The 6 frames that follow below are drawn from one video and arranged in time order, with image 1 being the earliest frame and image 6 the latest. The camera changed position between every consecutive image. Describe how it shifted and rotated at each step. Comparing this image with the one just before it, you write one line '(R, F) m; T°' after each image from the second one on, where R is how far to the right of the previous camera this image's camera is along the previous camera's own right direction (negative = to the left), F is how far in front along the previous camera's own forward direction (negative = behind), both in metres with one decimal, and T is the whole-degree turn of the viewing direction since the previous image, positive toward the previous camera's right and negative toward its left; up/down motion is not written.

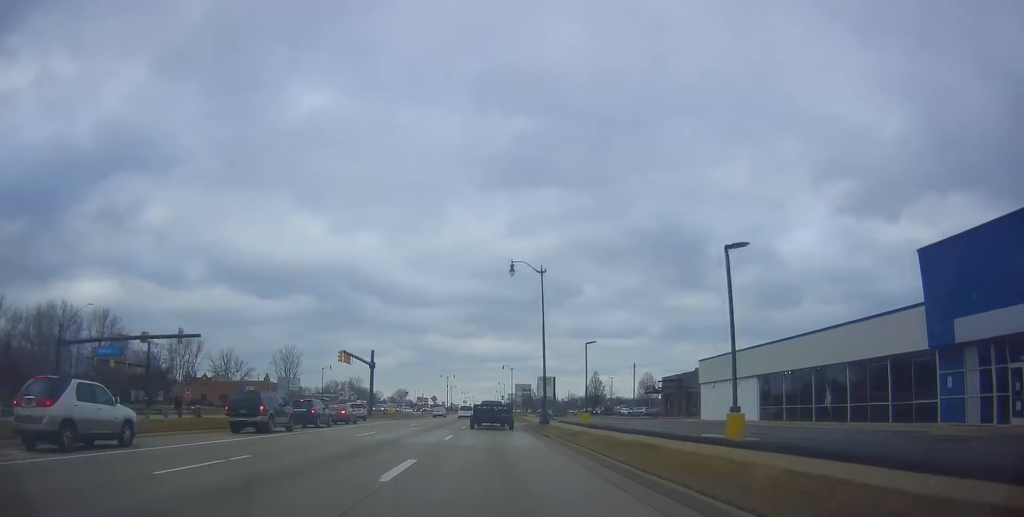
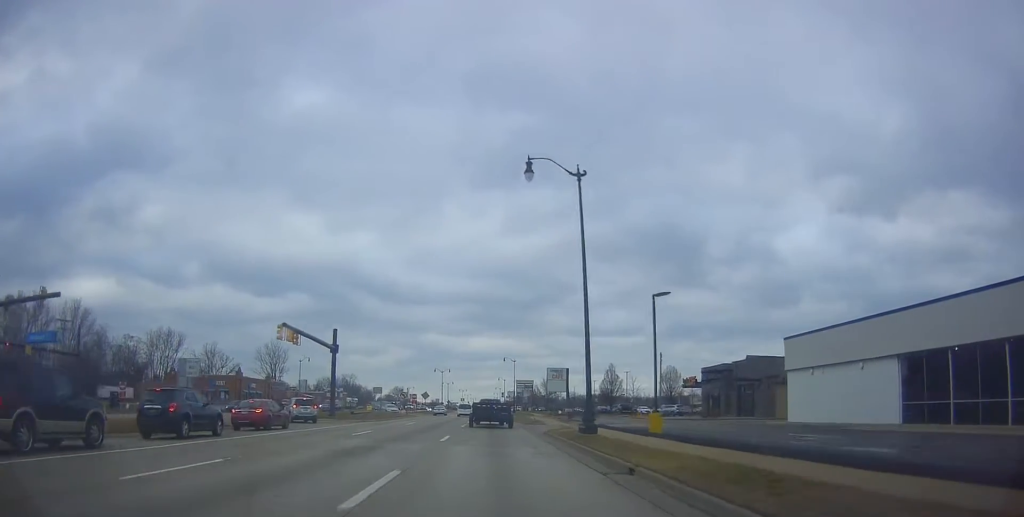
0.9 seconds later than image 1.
(-0.8, +16.2) m; 0°
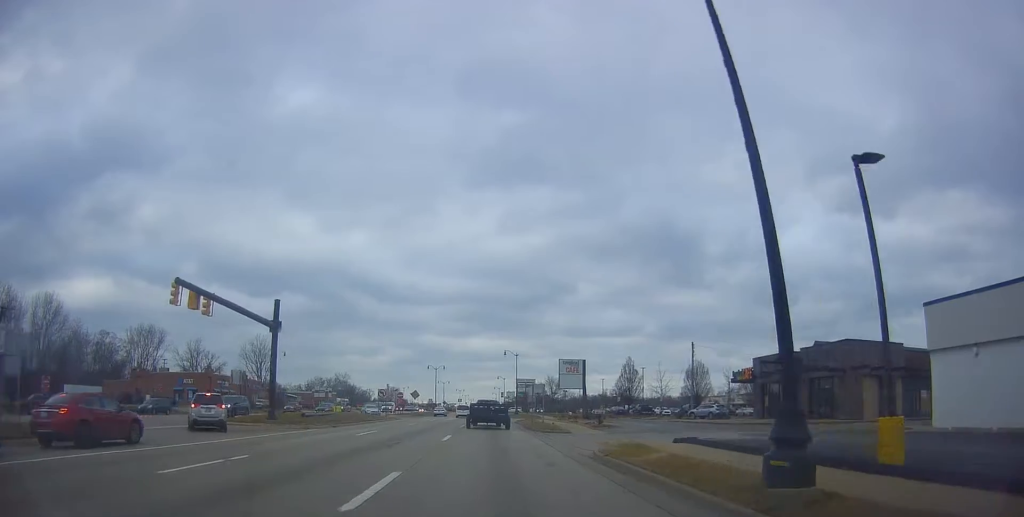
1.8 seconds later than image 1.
(+0.5, +14.2) m; +1°
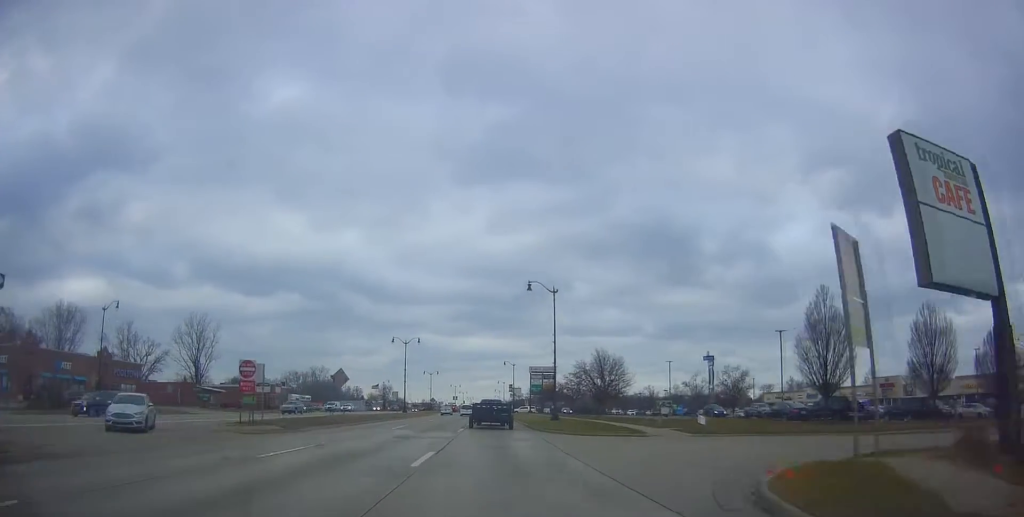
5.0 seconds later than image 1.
(+0.9, +53.7) m; +2°
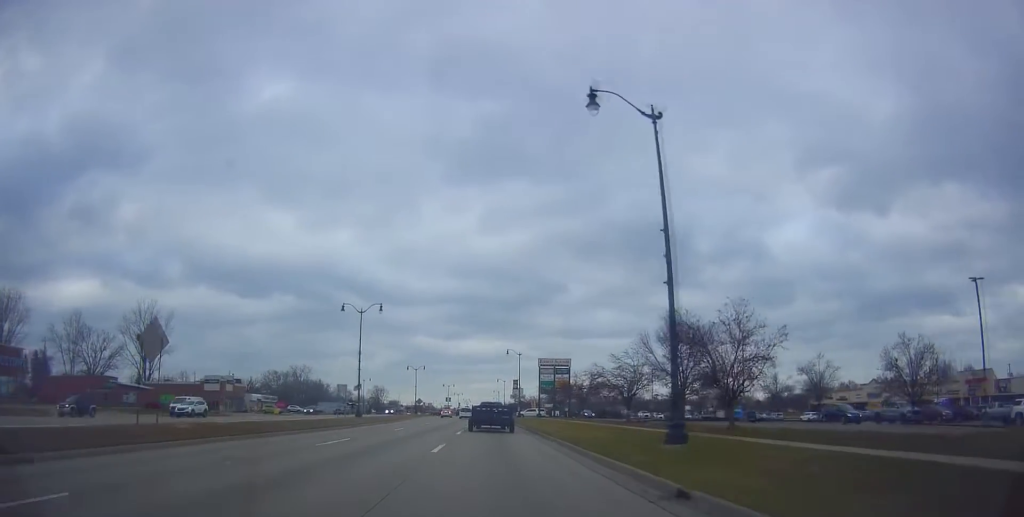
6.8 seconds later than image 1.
(0.0, +28.9) m; +1°
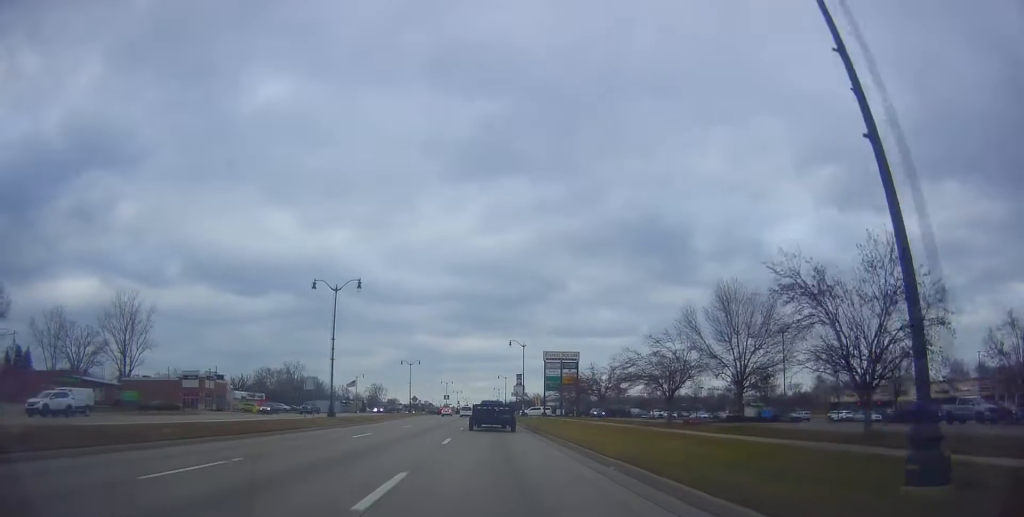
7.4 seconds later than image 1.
(+0.1, +9.8) m; 0°
